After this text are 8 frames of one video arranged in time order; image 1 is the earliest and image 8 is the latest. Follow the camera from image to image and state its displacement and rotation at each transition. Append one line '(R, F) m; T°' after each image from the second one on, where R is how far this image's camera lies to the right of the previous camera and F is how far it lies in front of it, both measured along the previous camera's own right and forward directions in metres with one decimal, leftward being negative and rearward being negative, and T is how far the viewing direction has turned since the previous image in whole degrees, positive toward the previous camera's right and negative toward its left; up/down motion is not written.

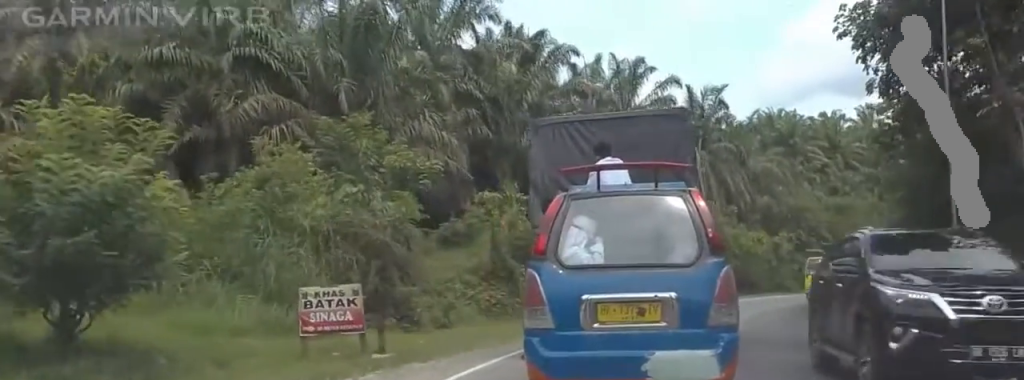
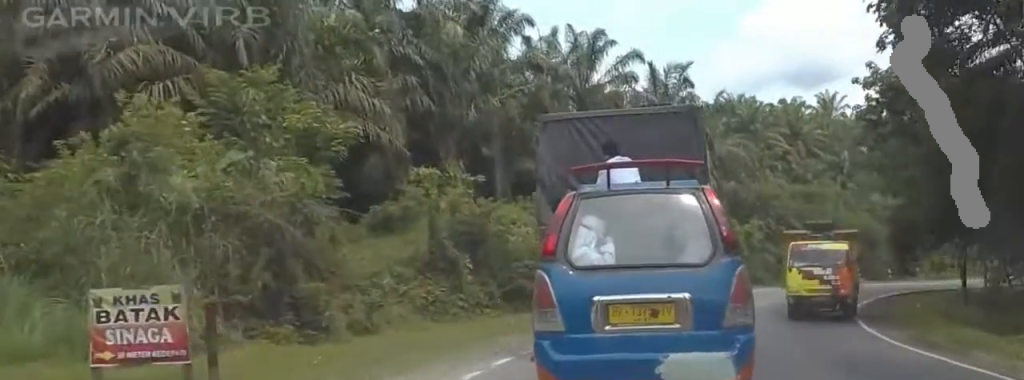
(+0.6, +5.9) m; 0°
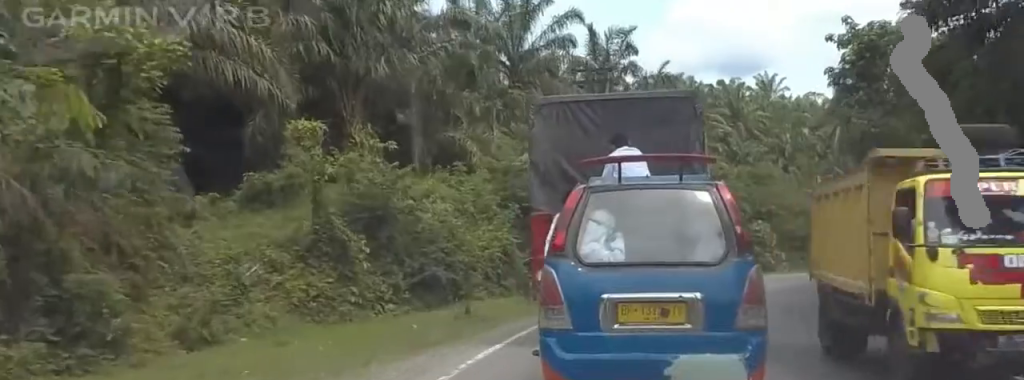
(-0.9, +6.9) m; -1°
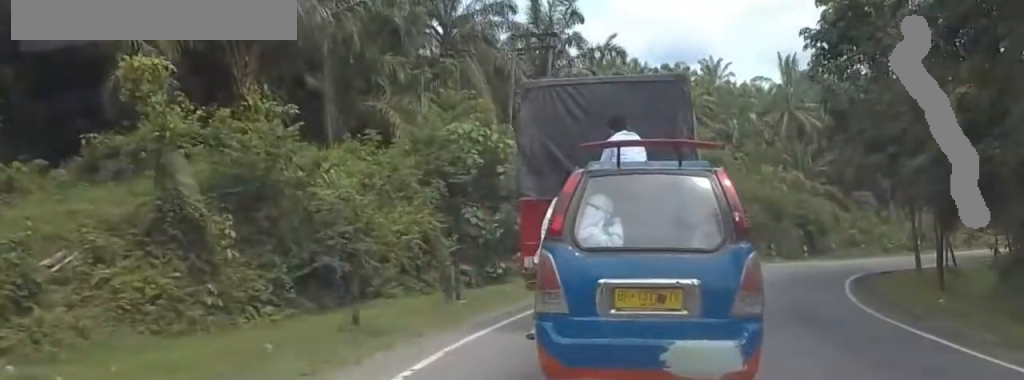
(+0.3, +5.7) m; +4°
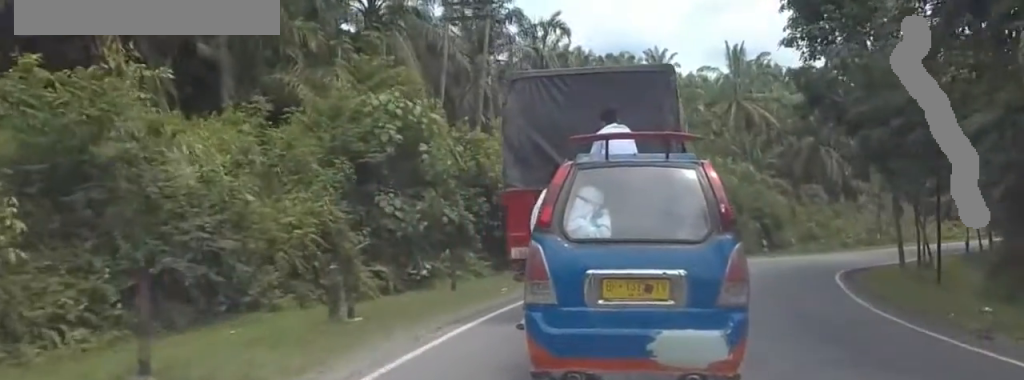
(+0.3, +5.3) m; +4°
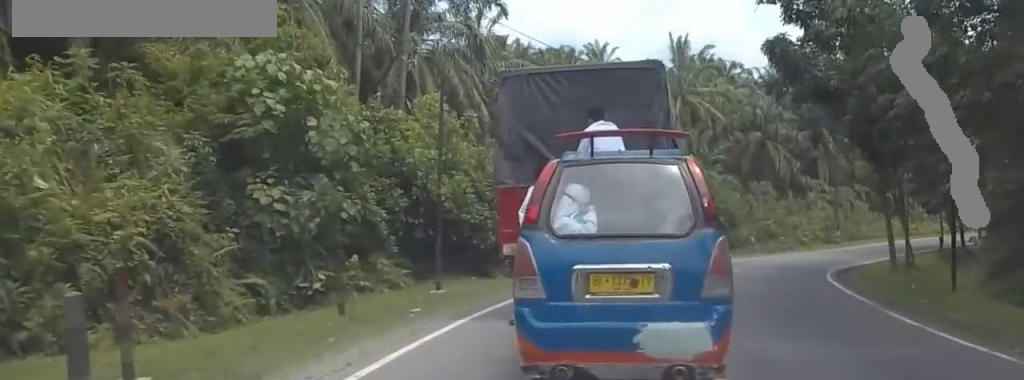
(+0.1, +5.8) m; 0°
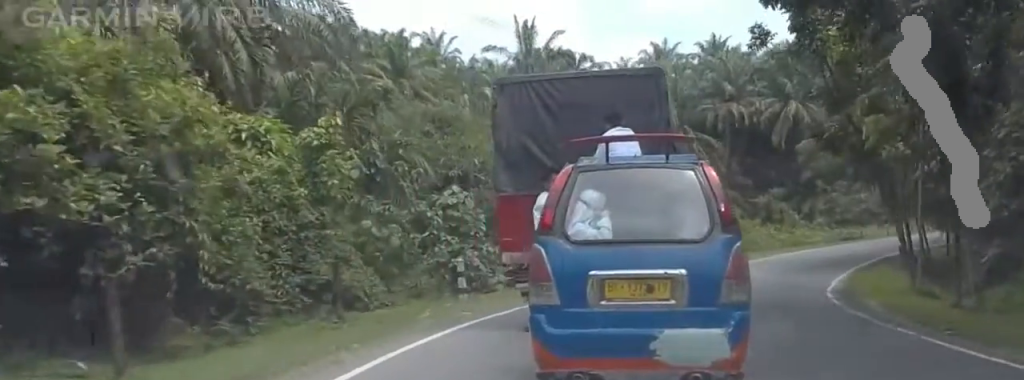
(-1.3, +15.9) m; -3°
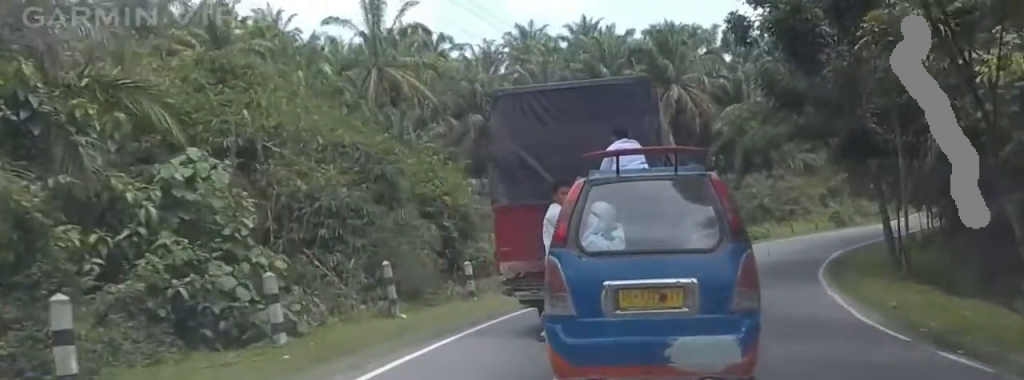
(+2.1, +12.1) m; +13°
